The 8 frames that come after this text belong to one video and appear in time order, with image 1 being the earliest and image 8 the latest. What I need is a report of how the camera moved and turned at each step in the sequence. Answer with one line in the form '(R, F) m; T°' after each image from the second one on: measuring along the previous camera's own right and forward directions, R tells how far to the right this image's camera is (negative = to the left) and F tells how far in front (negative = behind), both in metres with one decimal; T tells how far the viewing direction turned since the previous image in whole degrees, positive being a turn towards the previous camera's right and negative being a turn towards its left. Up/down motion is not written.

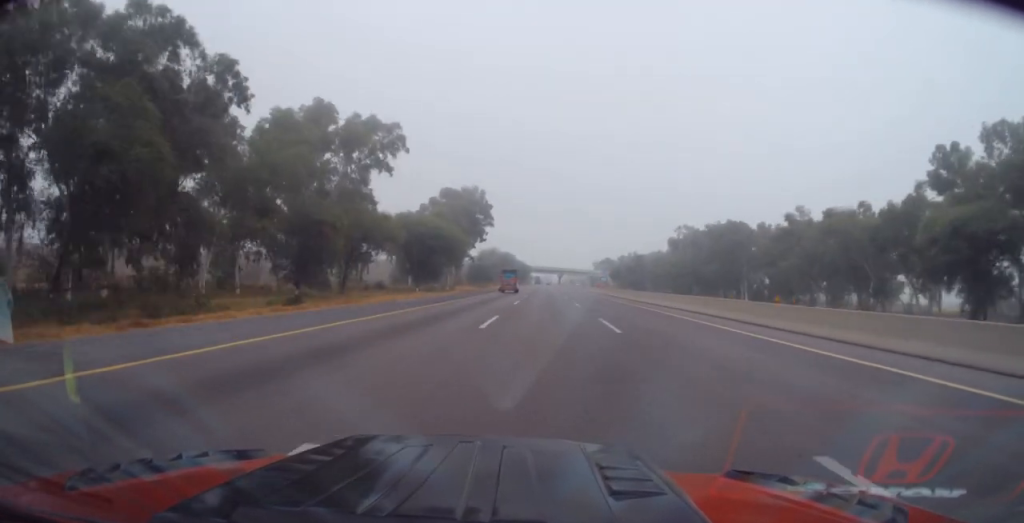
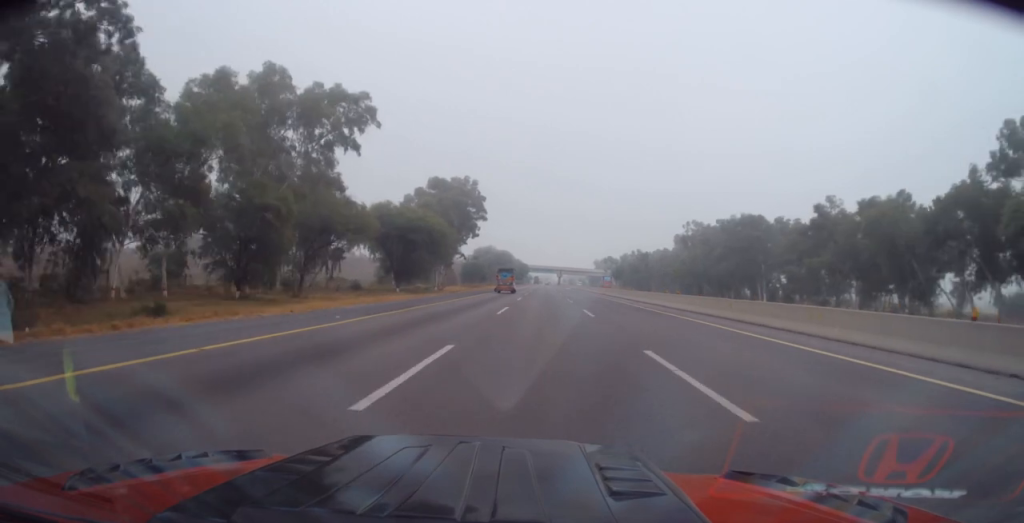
(-0.4, +10.5) m; 0°
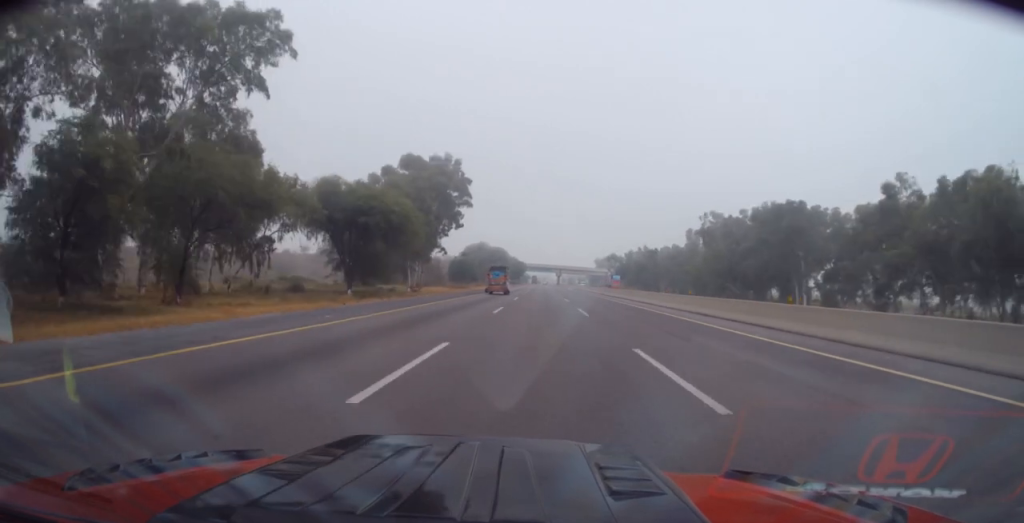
(-0.5, +17.4) m; 0°
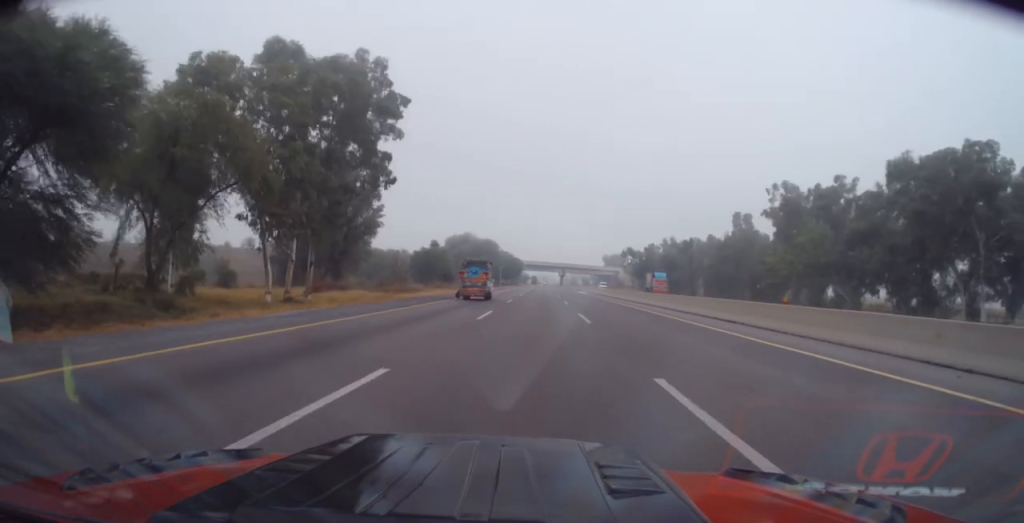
(+0.9, +39.6) m; 0°
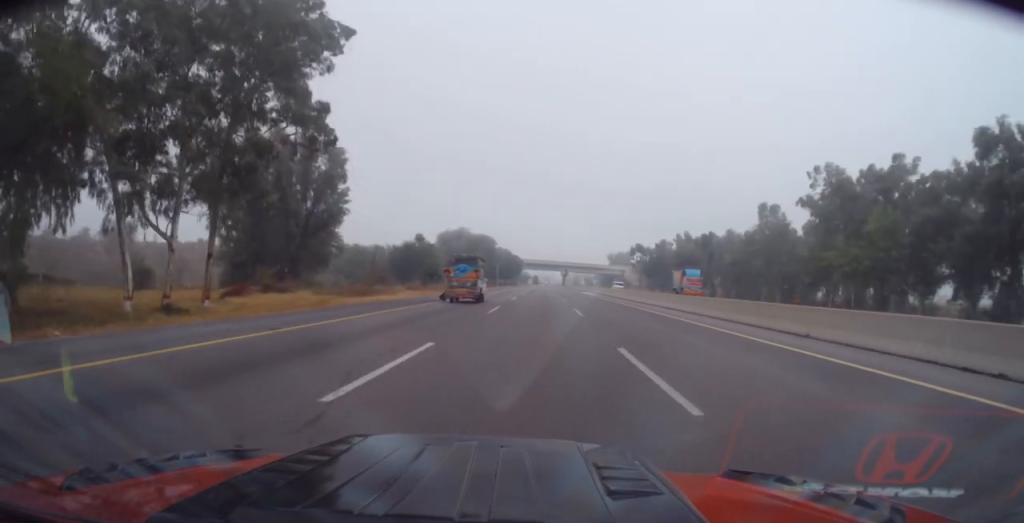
(0.0, +14.1) m; -1°
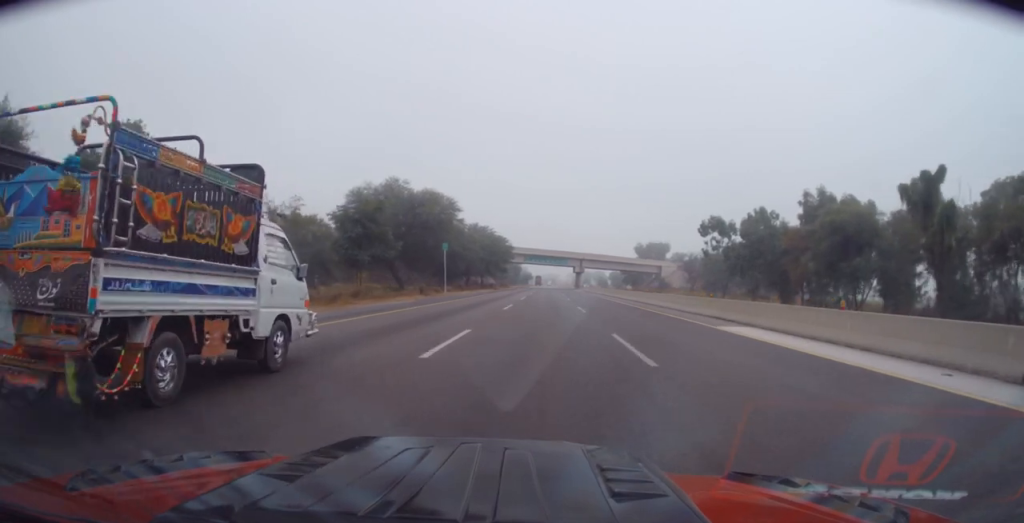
(+0.4, +67.7) m; +1°
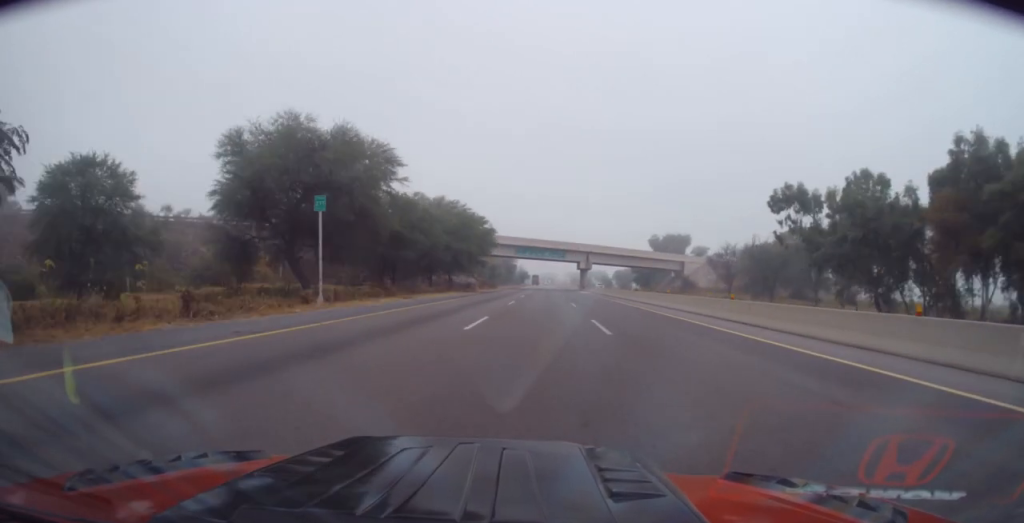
(0.0, +30.2) m; 0°
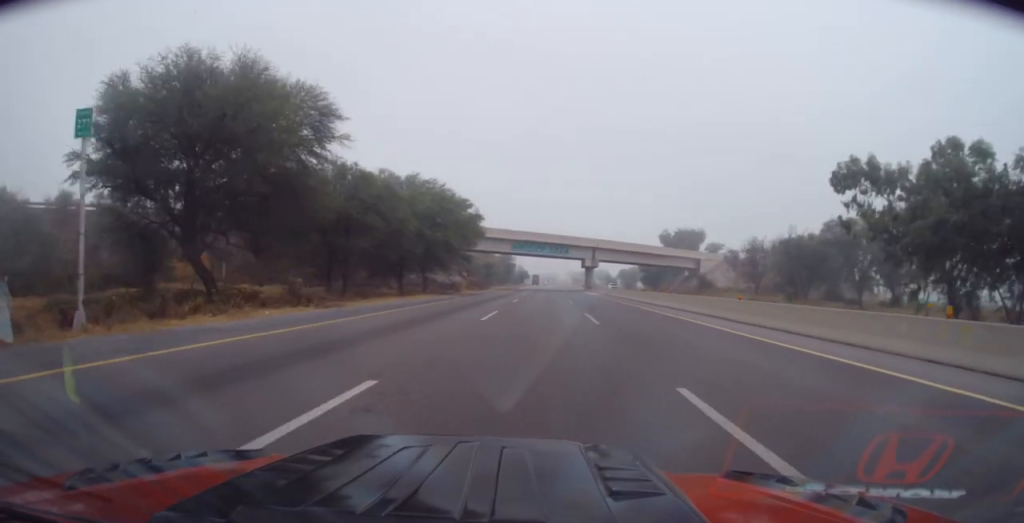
(0.0, +14.2) m; 0°
